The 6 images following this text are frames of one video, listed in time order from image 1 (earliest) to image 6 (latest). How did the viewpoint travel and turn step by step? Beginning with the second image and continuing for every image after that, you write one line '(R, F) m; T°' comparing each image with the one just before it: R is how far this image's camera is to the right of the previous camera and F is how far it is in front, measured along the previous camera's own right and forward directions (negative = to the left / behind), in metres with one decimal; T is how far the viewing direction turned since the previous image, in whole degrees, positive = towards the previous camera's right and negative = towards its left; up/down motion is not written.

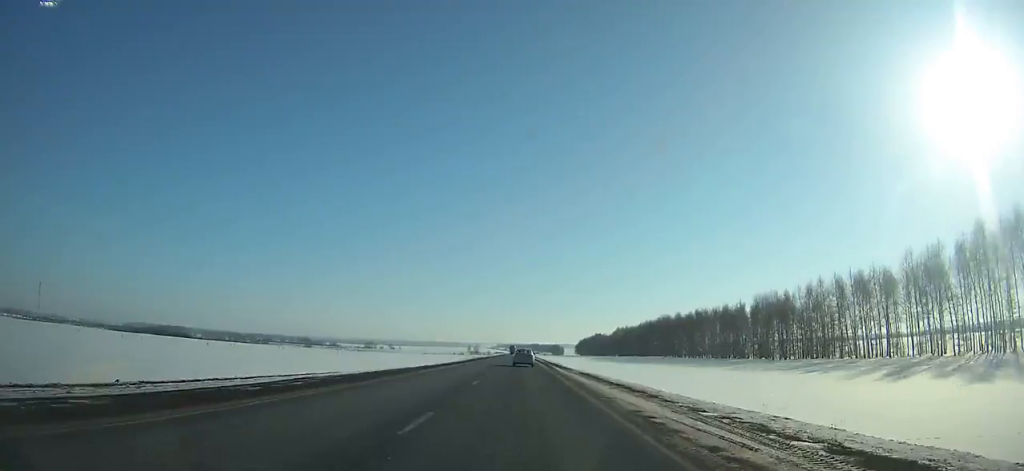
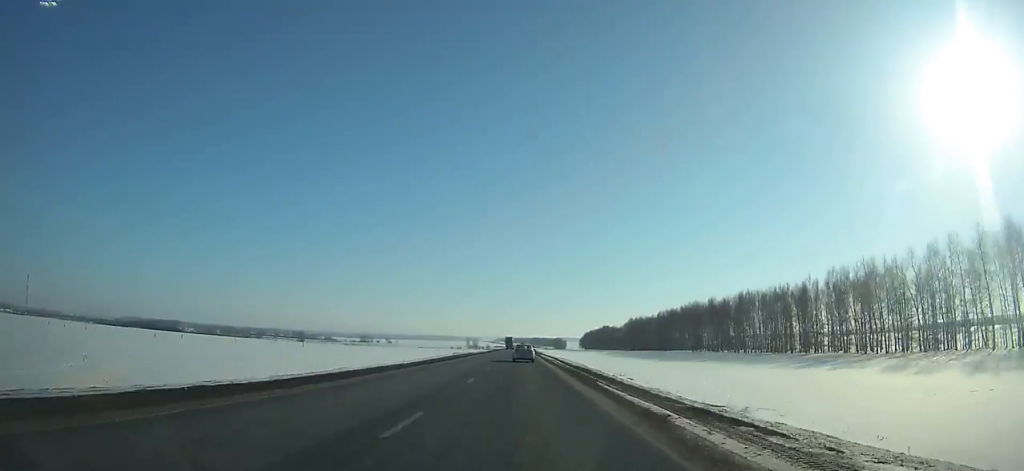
(0.0, +36.7) m; 0°
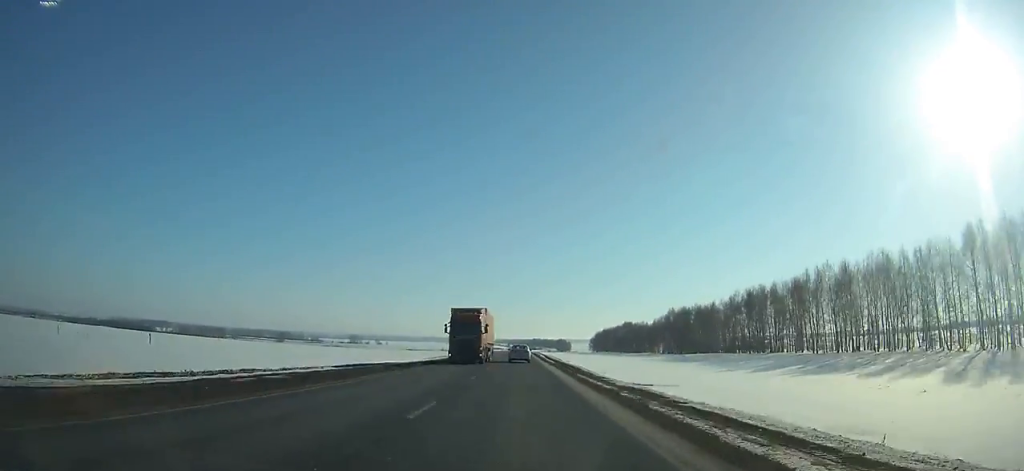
(0.0, +81.9) m; 0°
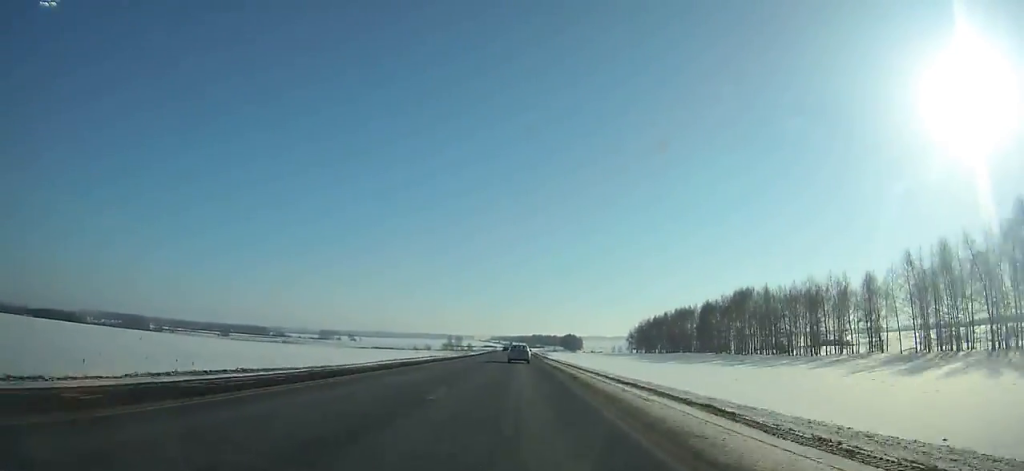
(-0.1, +164.3) m; 0°
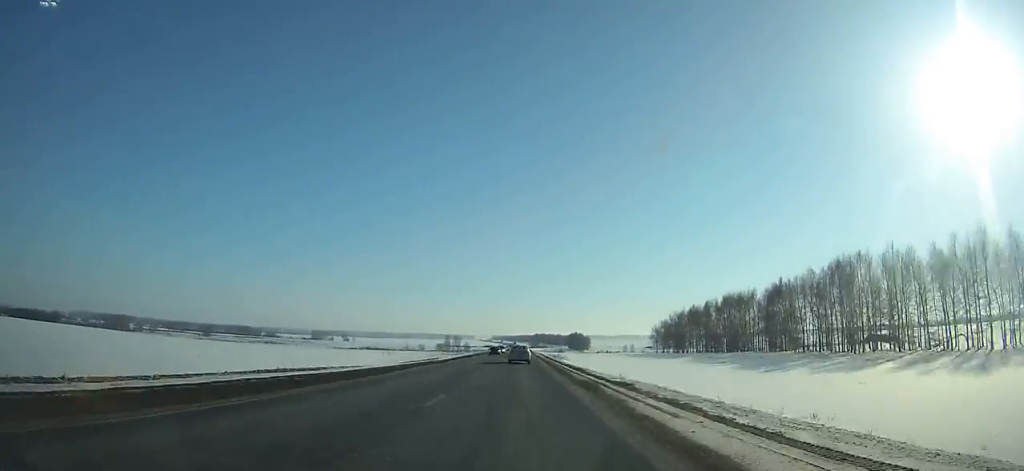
(0.0, +48.0) m; 0°
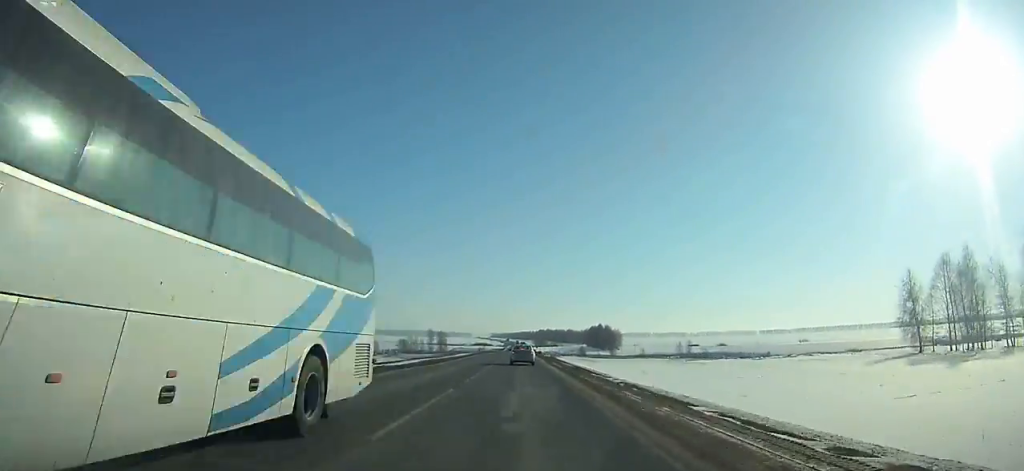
(-0.1, +155.3) m; 0°
